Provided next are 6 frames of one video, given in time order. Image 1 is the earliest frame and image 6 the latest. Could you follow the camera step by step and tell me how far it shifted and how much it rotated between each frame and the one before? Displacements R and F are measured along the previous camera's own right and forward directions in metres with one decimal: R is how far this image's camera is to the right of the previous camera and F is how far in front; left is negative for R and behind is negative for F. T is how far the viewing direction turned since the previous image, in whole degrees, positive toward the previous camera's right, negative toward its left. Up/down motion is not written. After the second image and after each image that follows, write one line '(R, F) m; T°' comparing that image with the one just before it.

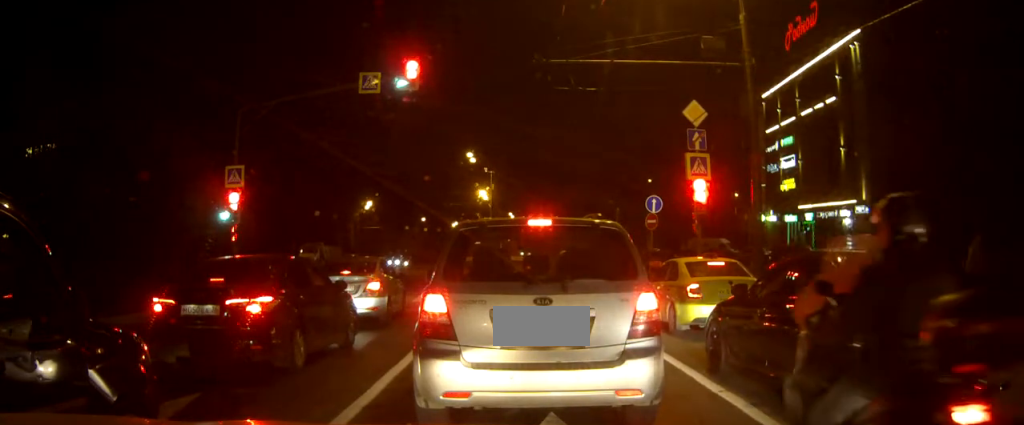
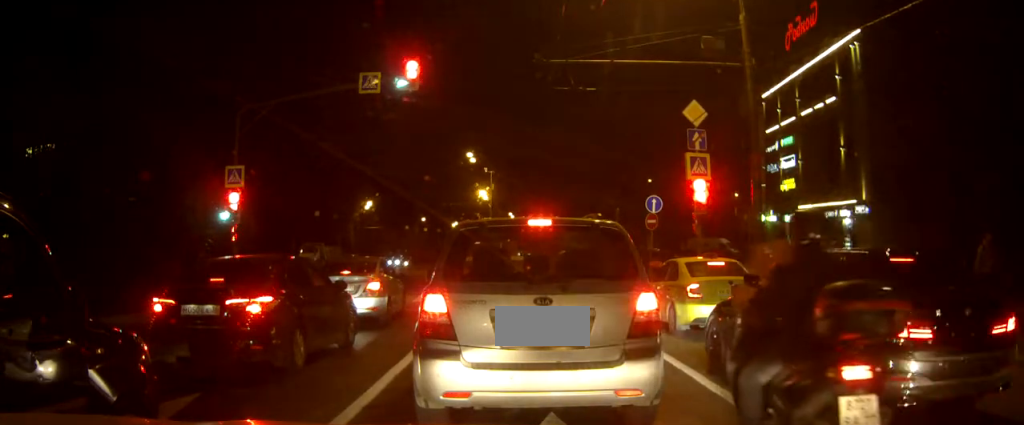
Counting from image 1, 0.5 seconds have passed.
(0.0, 0.0) m; 0°
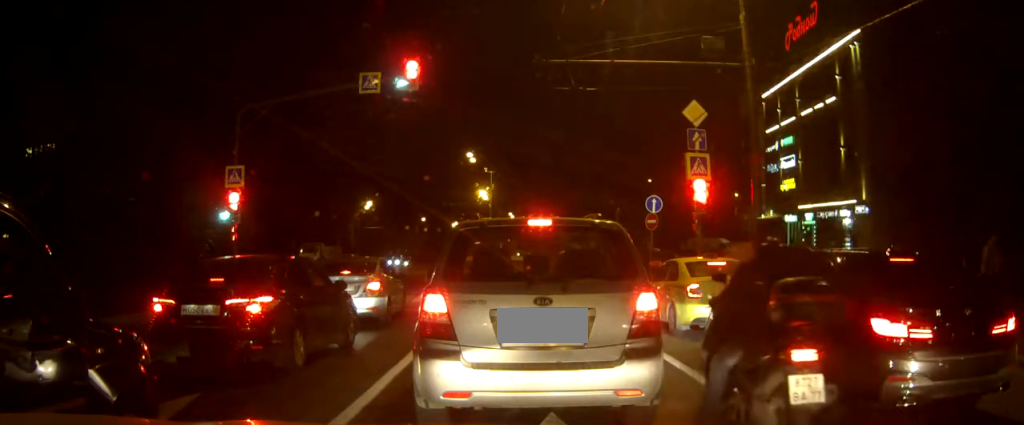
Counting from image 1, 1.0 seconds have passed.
(0.0, 0.0) m; 0°
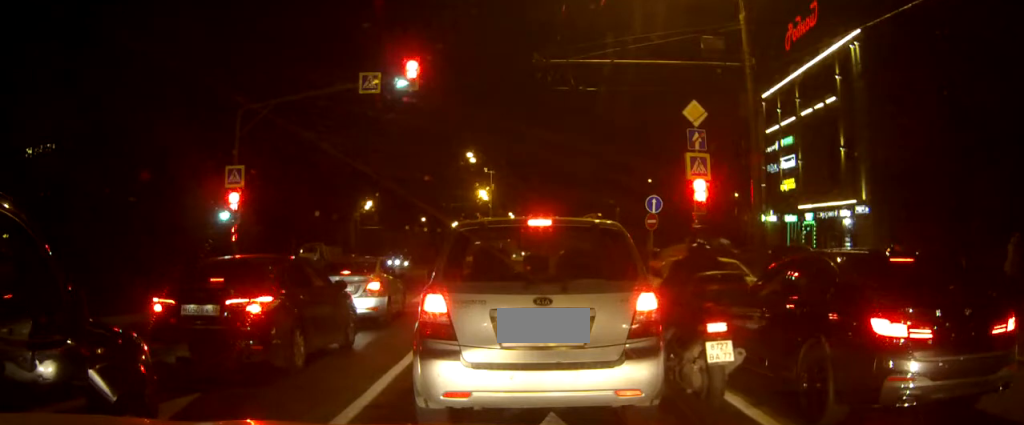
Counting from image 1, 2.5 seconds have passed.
(0.0, 0.0) m; 0°
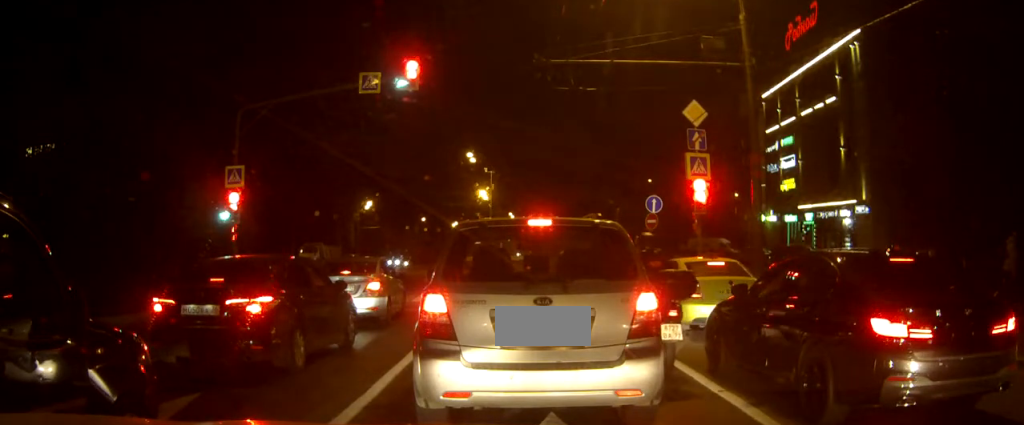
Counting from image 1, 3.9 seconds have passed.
(0.0, 0.0) m; 0°
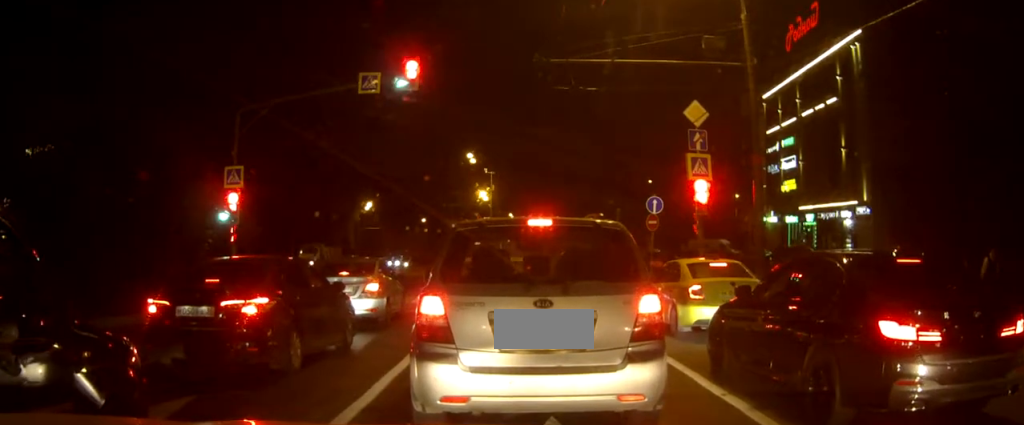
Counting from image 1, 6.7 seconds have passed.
(0.0, 0.0) m; 0°
